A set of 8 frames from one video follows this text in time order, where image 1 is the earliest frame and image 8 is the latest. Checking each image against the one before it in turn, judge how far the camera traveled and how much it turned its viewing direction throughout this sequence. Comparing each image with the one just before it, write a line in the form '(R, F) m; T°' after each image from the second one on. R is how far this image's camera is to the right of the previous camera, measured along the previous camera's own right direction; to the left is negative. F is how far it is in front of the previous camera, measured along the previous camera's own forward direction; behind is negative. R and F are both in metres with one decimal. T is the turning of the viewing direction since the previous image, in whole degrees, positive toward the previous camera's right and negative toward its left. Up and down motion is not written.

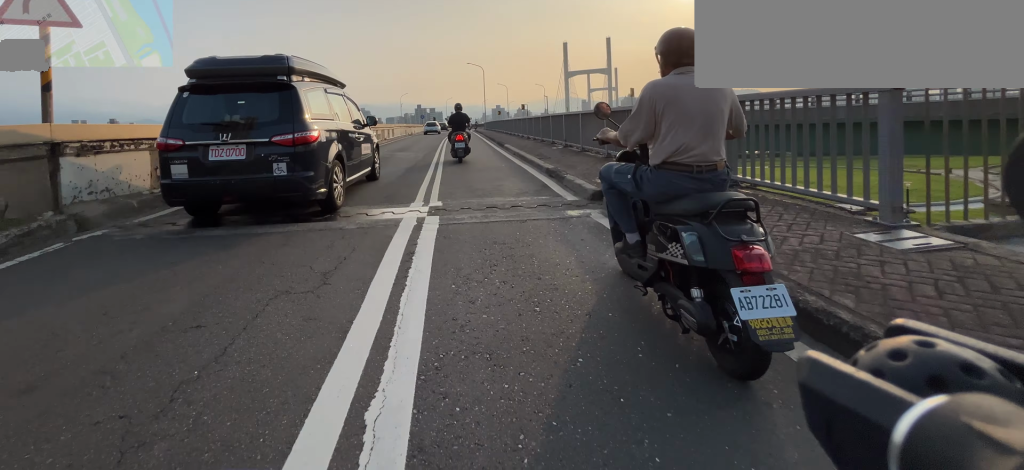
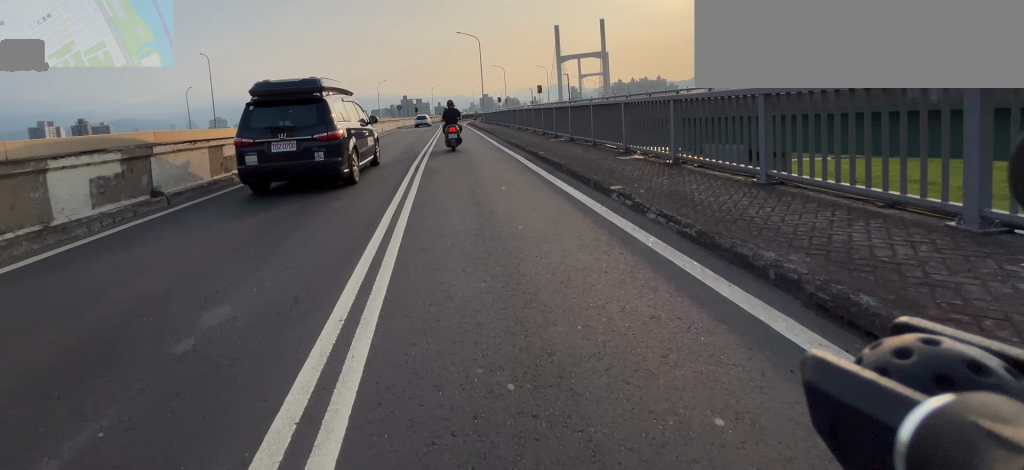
(+0.2, +17.7) m; +2°
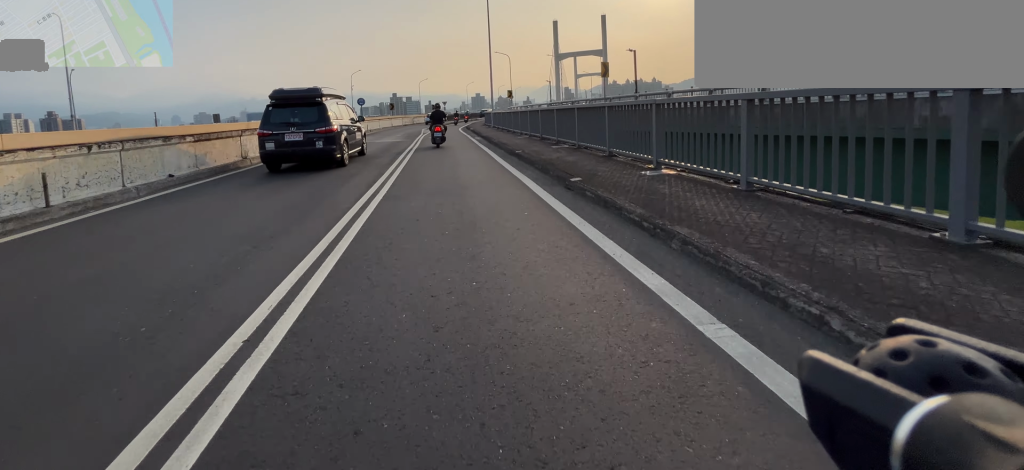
(-0.4, +17.8) m; -4°
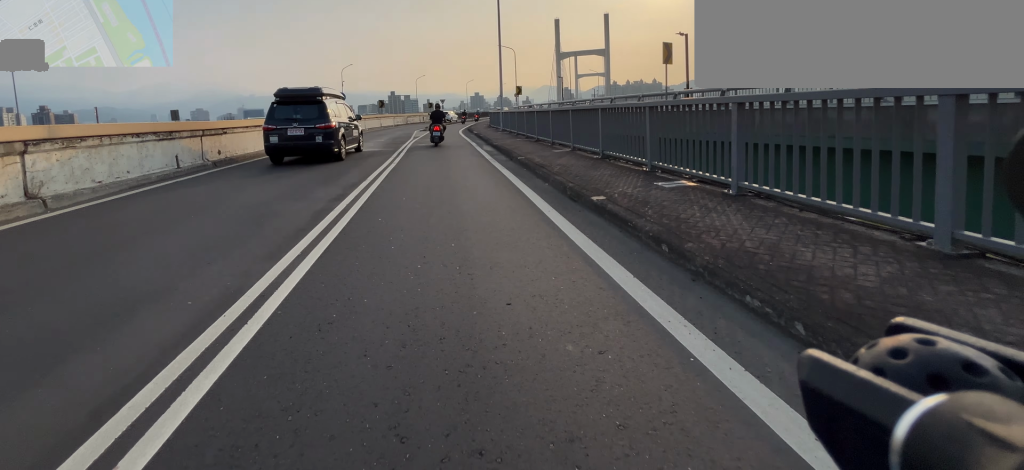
(-0.3, +6.1) m; -2°
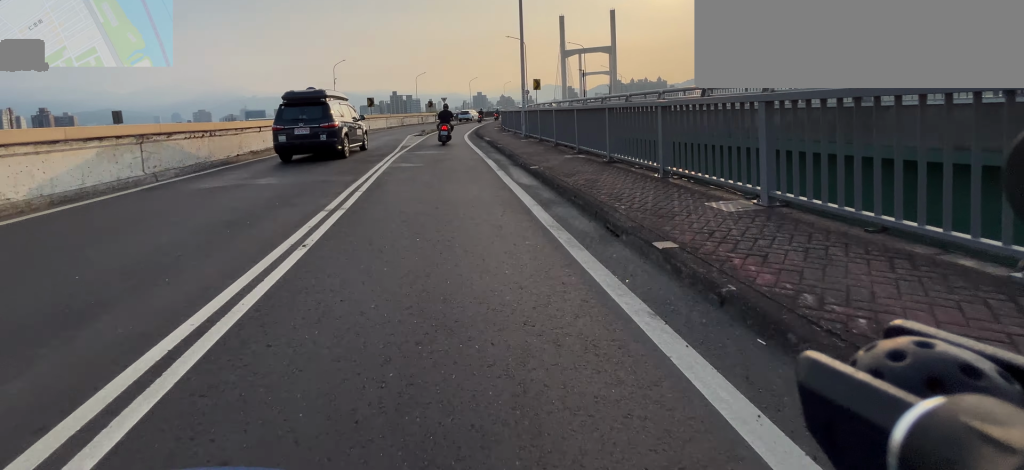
(-0.1, +6.5) m; +3°
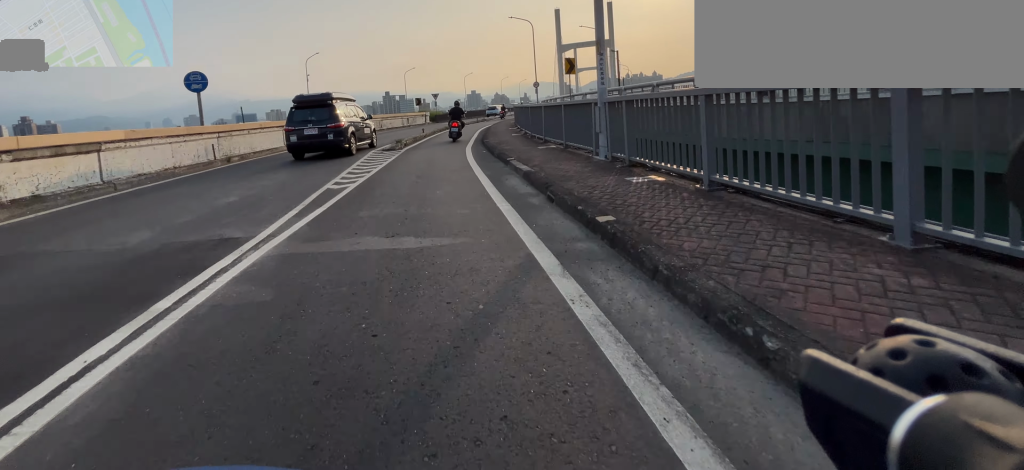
(-0.1, +9.4) m; +7°
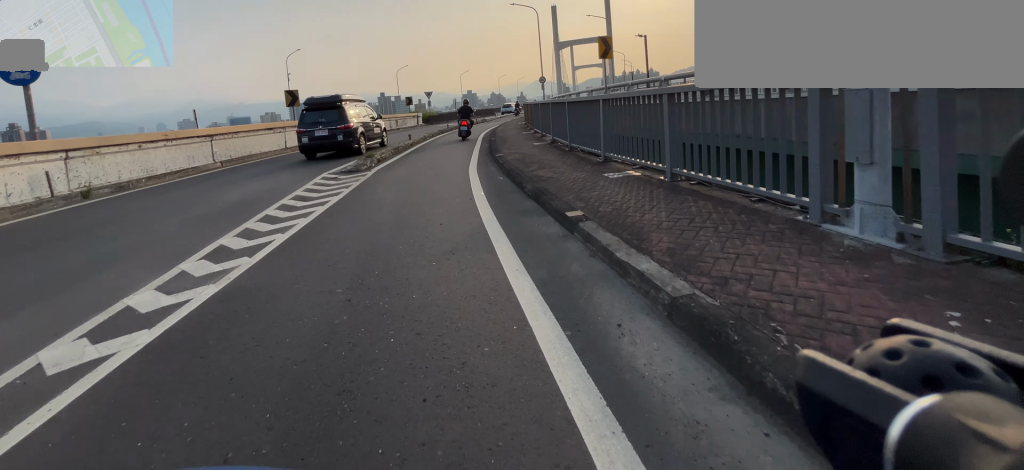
(+0.7, +5.1) m; +4°
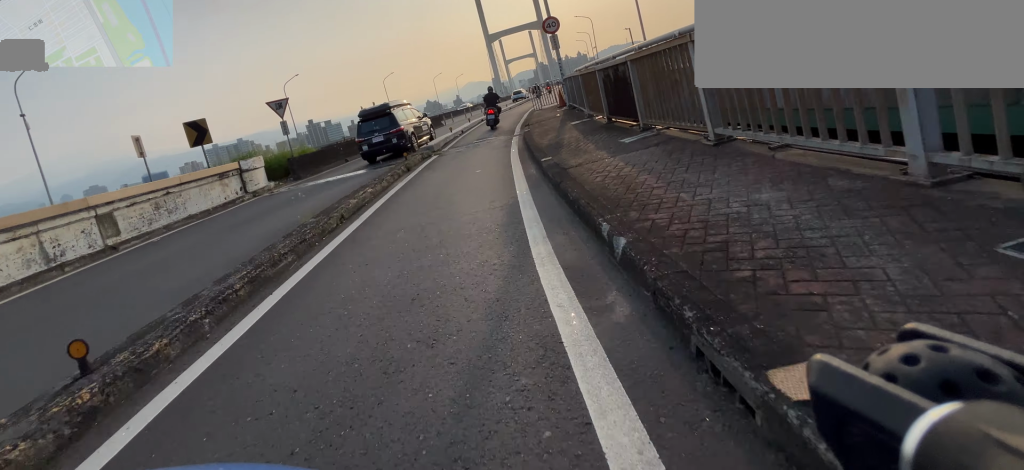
(+2.2, +23.5) m; +8°
